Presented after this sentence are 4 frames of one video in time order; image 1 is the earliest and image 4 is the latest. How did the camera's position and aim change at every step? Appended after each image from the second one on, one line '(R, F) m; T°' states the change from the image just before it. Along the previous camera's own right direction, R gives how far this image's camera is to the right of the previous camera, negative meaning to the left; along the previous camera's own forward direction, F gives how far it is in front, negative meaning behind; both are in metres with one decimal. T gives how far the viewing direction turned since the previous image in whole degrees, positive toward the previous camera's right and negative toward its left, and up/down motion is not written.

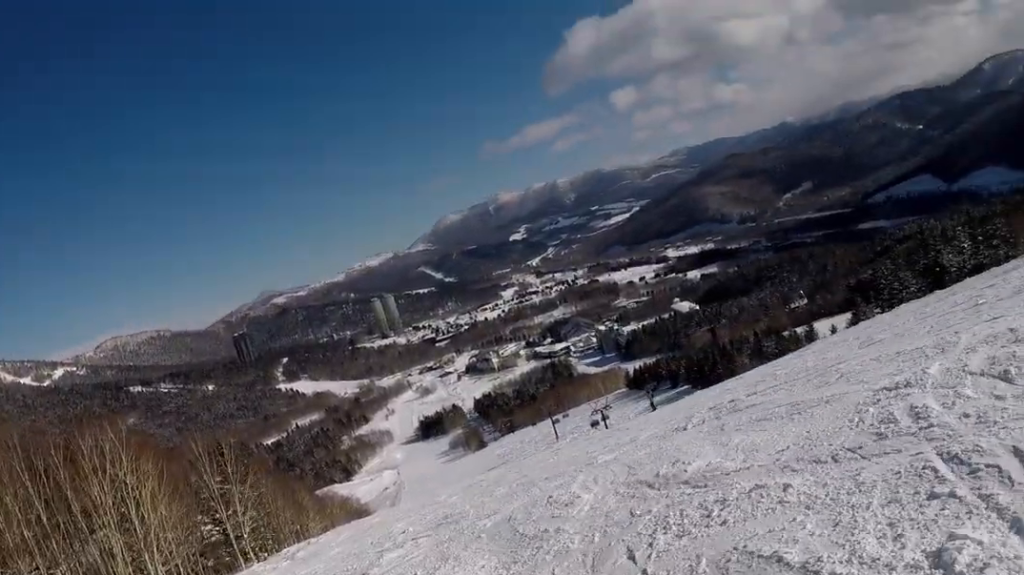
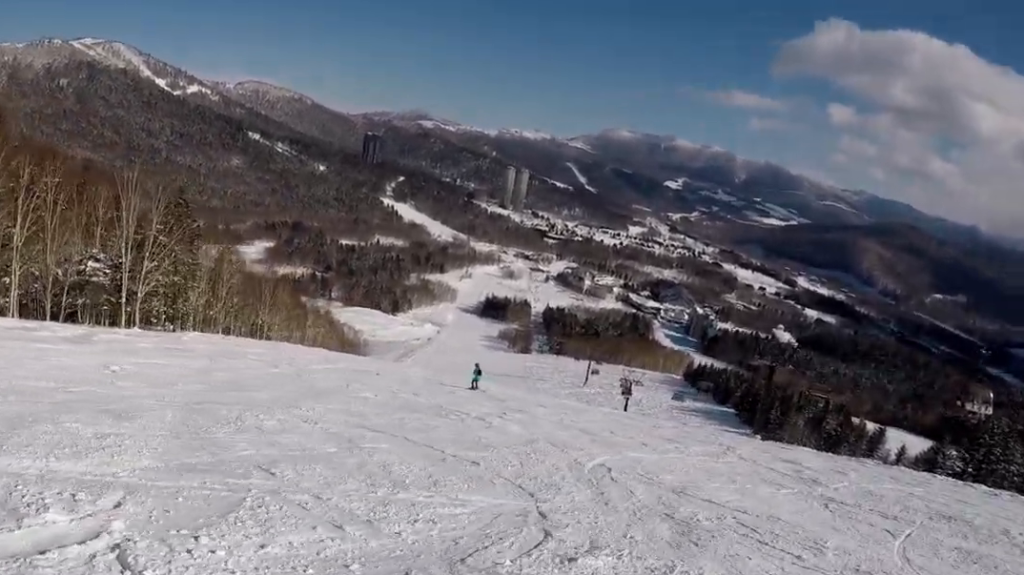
(-1.6, +14.1) m; -40°
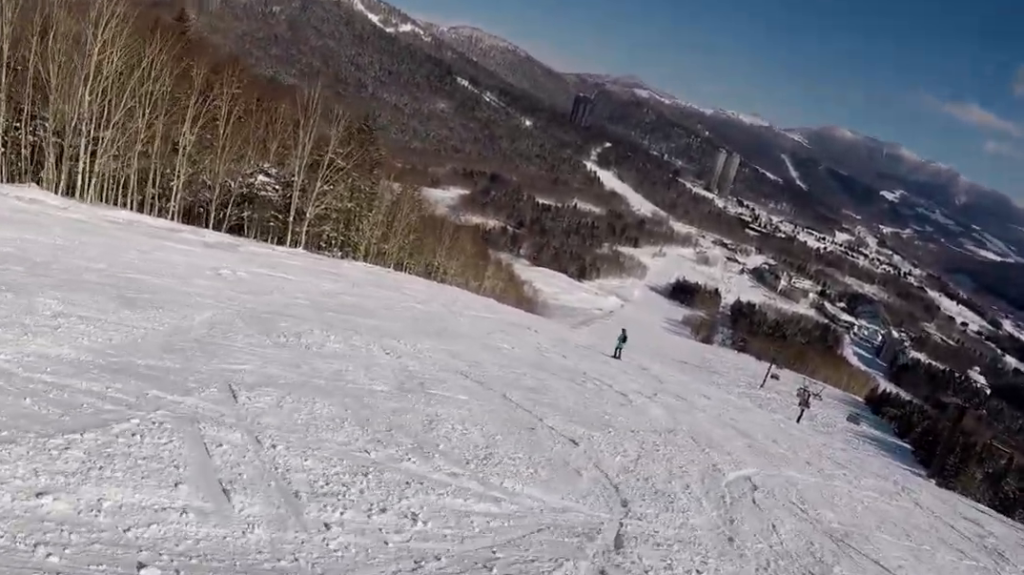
(-0.2, +2.4) m; -13°
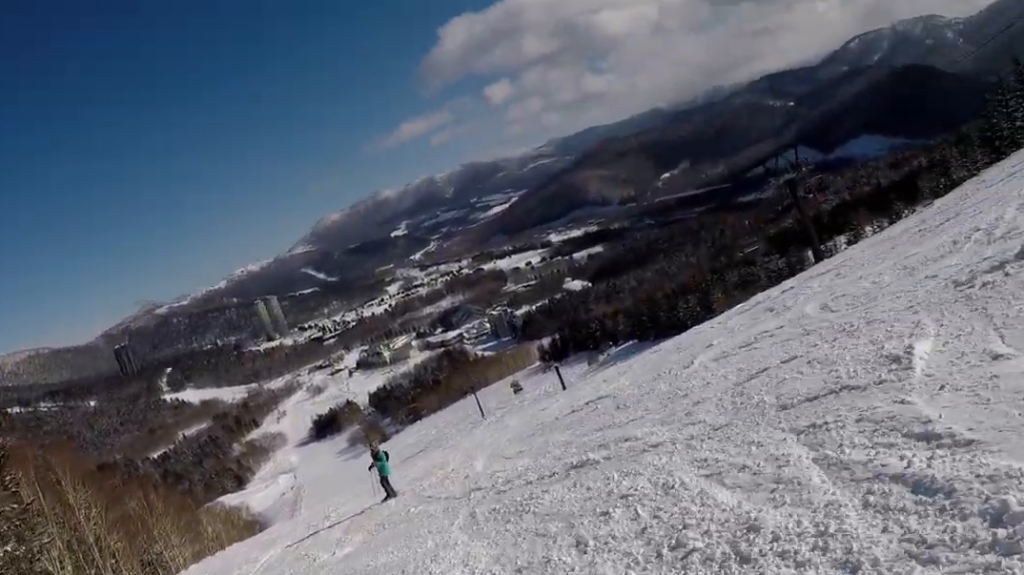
(+1.4, +20.6) m; +62°
